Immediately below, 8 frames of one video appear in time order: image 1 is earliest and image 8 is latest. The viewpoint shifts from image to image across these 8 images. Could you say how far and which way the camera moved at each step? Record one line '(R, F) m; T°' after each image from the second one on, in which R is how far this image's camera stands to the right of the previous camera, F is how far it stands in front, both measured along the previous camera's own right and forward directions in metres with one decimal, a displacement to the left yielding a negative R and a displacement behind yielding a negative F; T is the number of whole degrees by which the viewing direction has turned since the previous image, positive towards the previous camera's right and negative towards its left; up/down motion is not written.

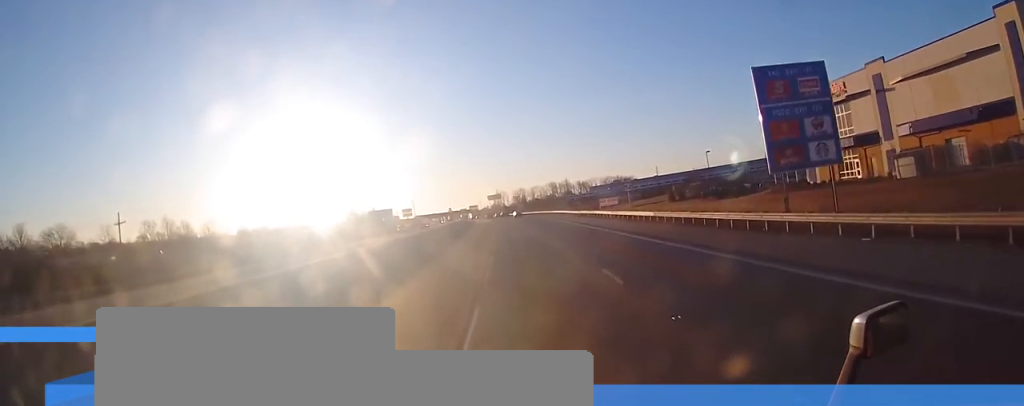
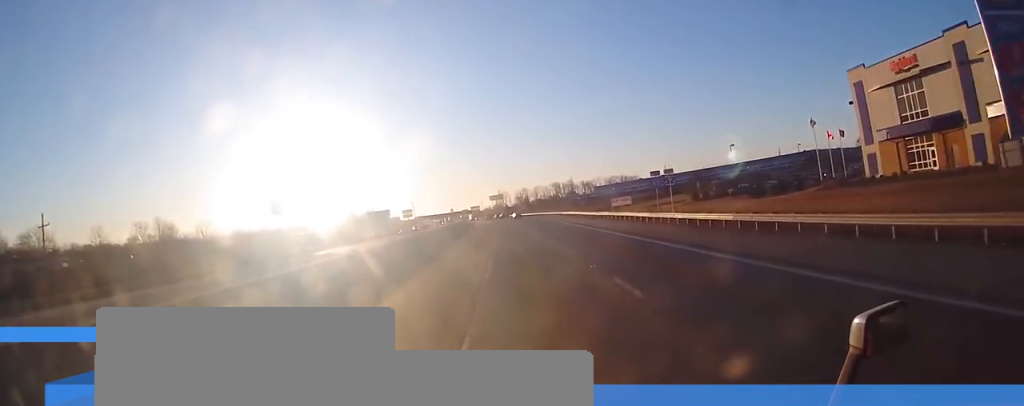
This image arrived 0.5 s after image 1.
(0.0, +14.4) m; 0°
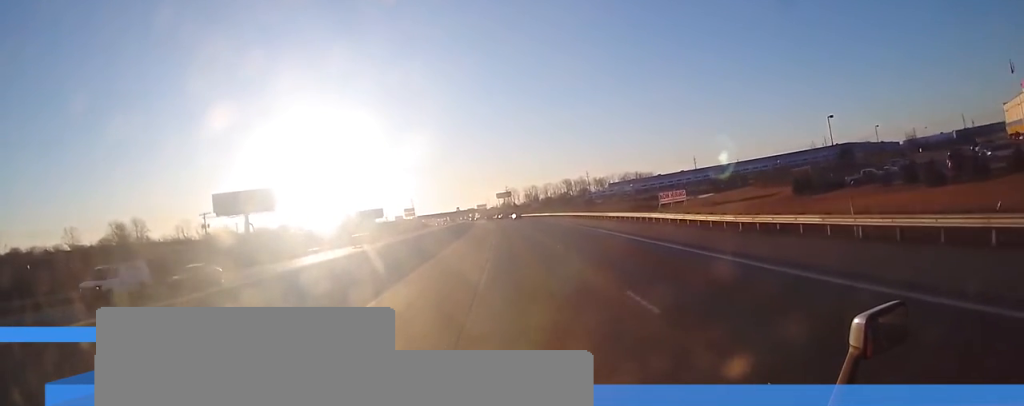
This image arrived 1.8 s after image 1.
(-0.4, +37.8) m; -1°
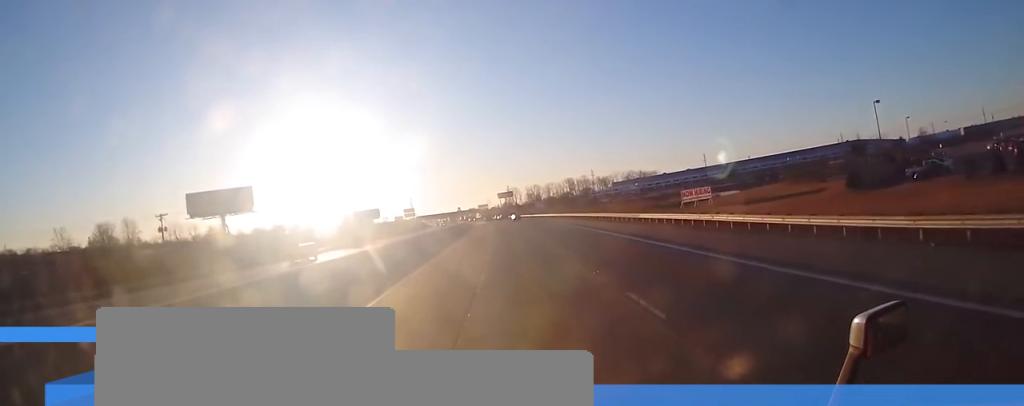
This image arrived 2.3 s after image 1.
(+0.1, +12.9) m; 0°
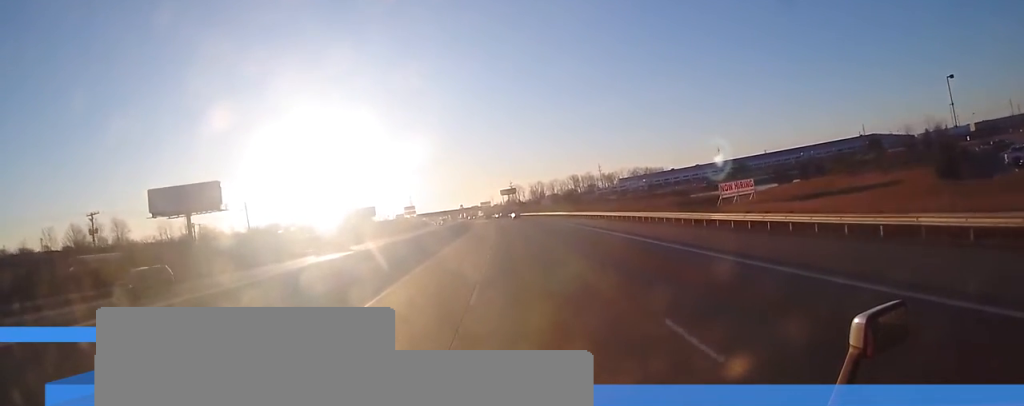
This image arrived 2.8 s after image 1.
(-0.1, +15.4) m; 0°
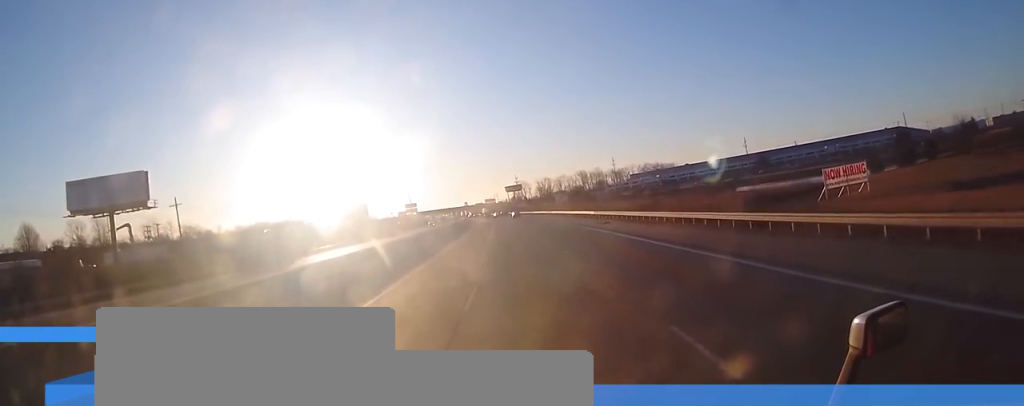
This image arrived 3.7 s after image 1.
(-0.1, +24.6) m; 0°
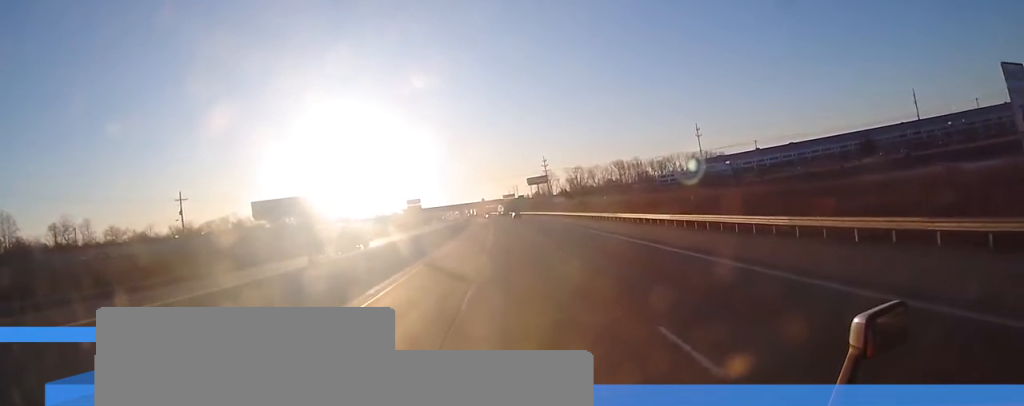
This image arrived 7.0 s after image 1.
(-2.6, +97.7) m; -3°
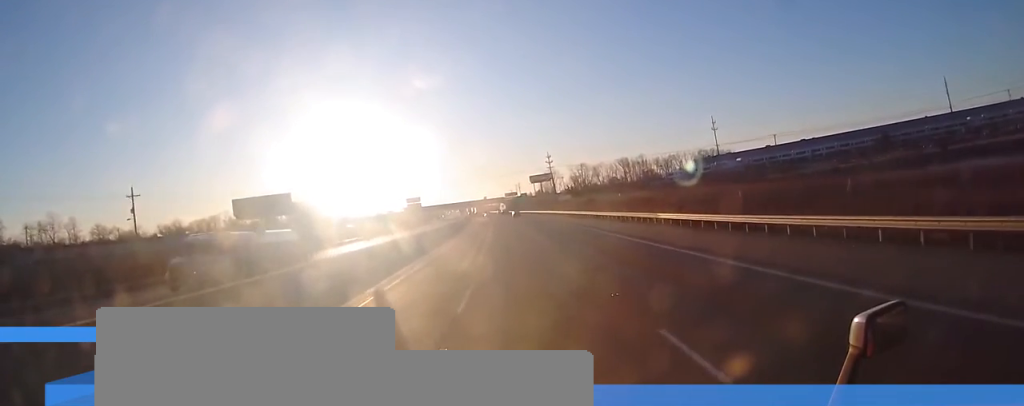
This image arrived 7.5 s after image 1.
(+0.1, +12.6) m; 0°
